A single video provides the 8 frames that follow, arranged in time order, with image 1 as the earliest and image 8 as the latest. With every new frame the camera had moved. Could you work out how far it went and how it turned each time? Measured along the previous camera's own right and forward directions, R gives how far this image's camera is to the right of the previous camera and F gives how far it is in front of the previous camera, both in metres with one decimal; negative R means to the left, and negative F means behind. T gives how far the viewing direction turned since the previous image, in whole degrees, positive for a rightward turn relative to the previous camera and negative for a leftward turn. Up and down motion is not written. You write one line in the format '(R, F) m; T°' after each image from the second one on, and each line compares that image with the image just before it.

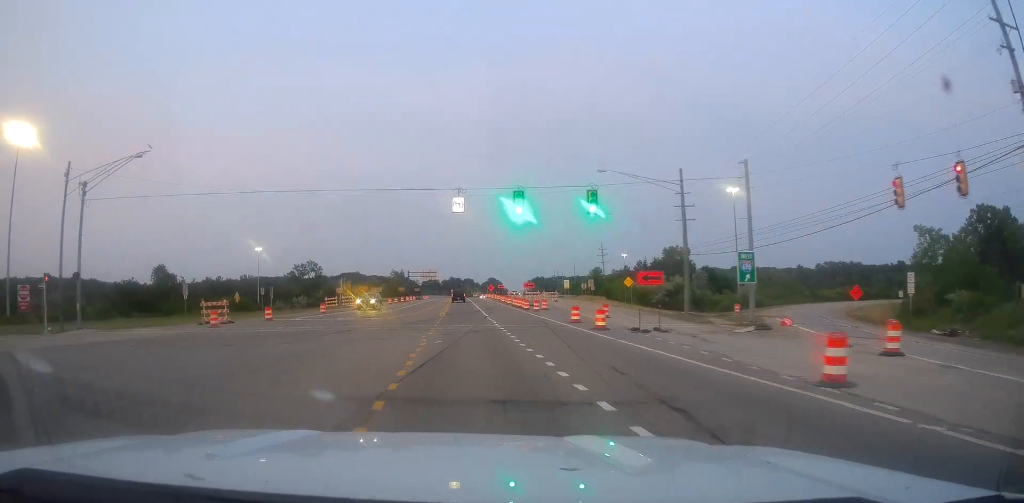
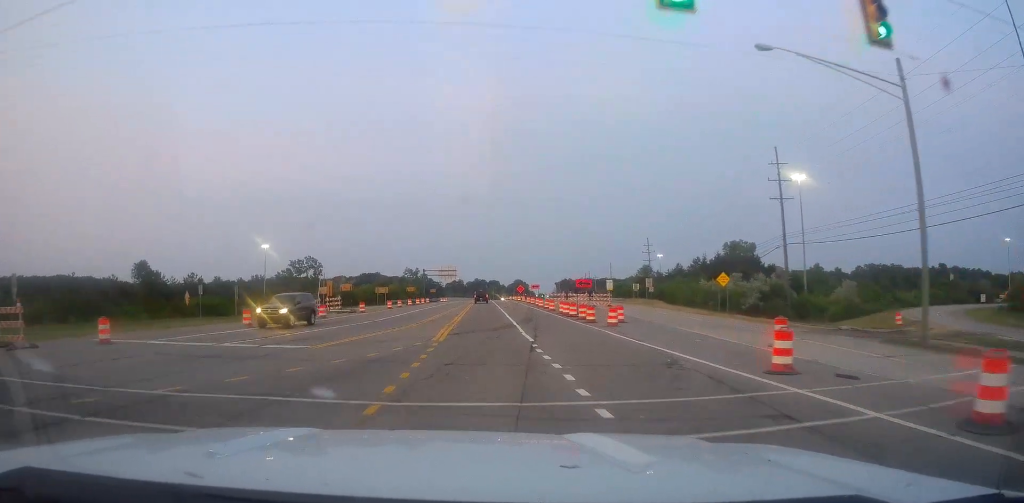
(-0.6, +22.4) m; -2°
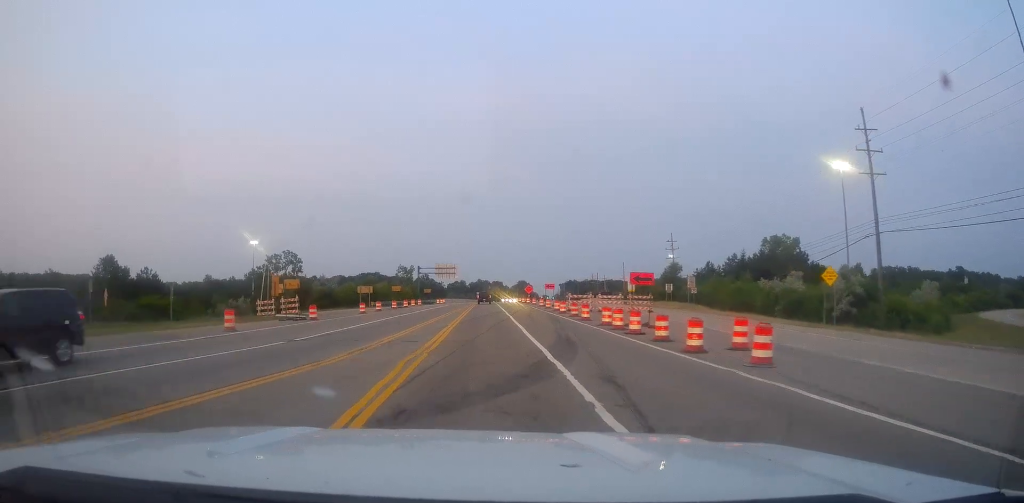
(-0.1, +16.4) m; -2°
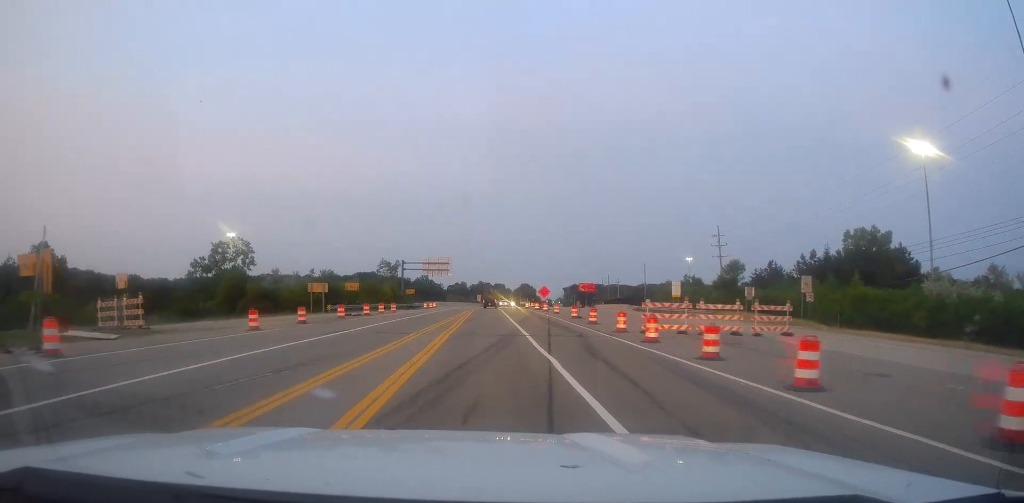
(-0.1, +24.8) m; 0°
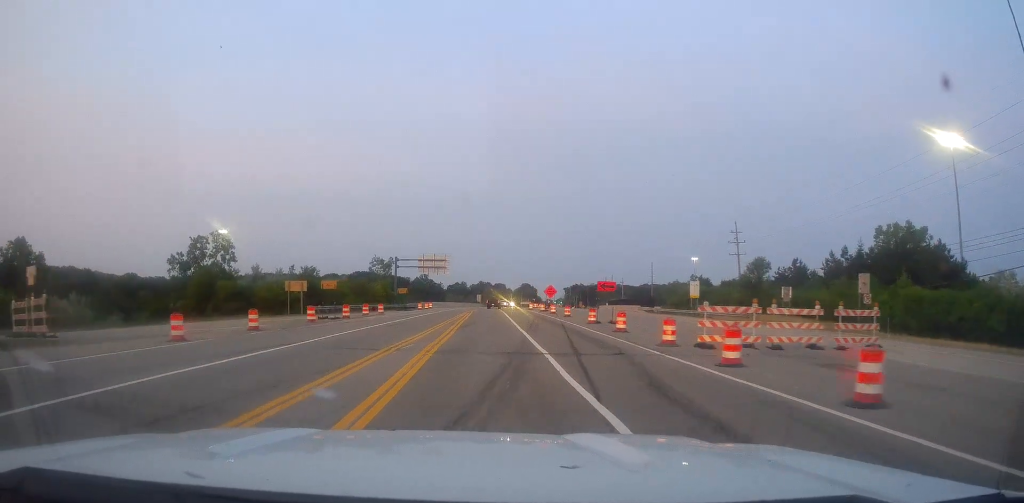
(+0.3, +7.3) m; 0°
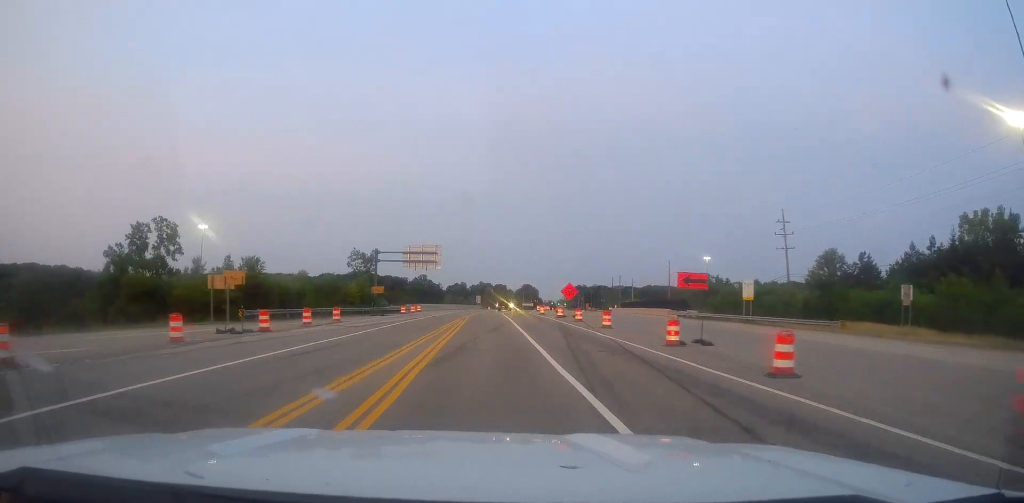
(-1.0, +16.1) m; -2°
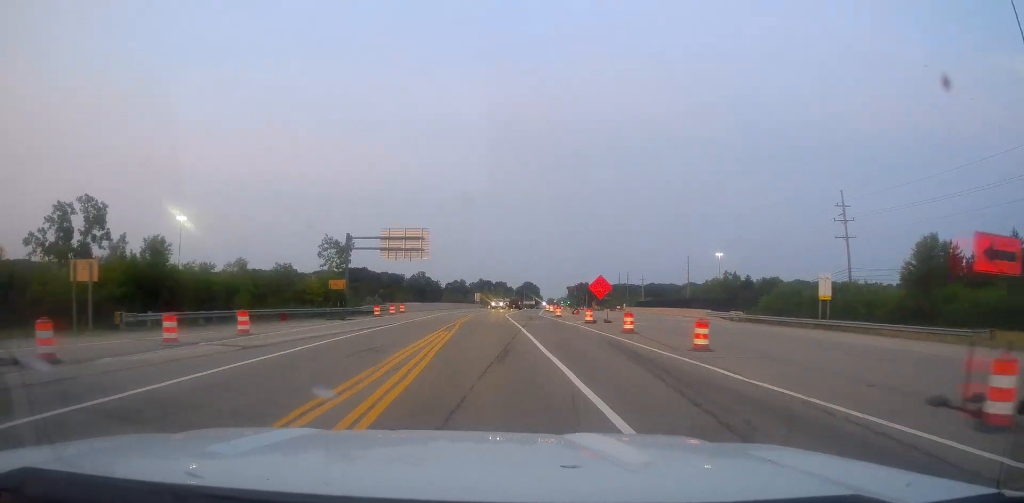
(+0.3, +15.0) m; +1°
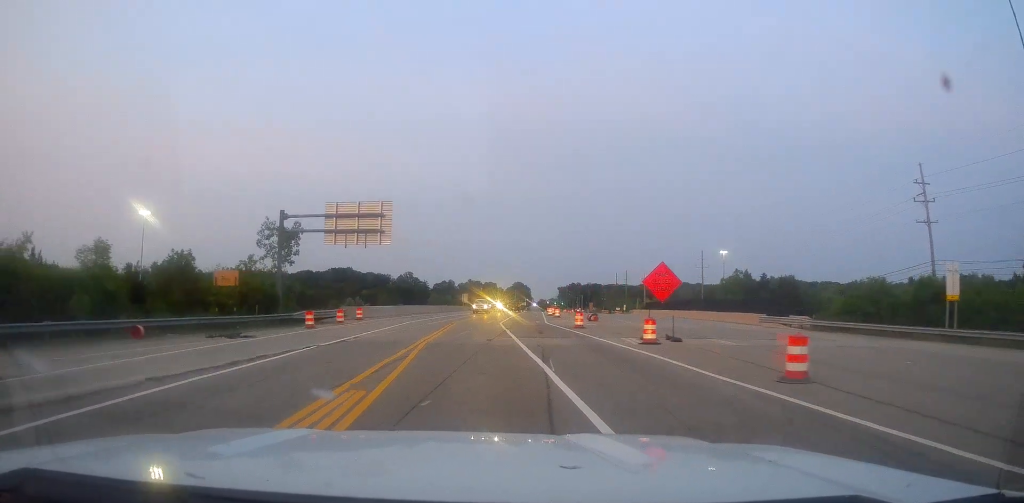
(0.0, +16.3) m; 0°
